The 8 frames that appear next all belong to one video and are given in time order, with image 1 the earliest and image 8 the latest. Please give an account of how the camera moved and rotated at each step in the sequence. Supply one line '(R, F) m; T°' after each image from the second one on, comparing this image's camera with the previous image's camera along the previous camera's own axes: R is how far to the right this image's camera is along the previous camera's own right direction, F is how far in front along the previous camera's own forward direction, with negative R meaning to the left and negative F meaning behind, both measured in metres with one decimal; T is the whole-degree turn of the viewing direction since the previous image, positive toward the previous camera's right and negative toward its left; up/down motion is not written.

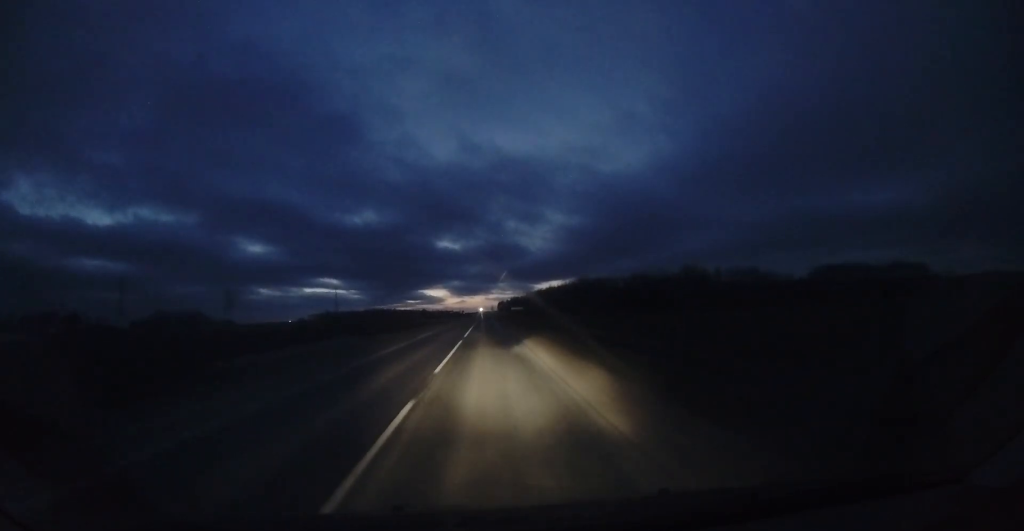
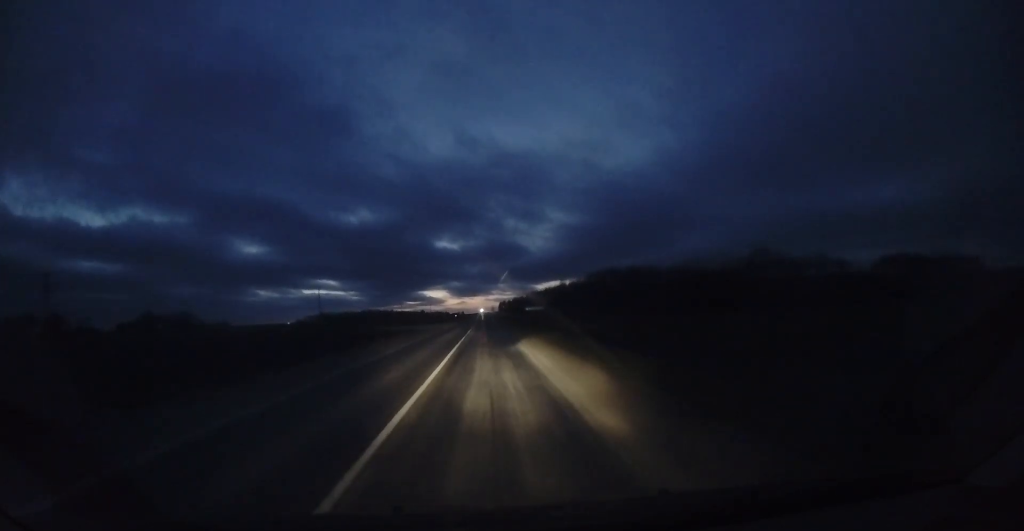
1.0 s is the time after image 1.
(-0.5, +24.8) m; -1°
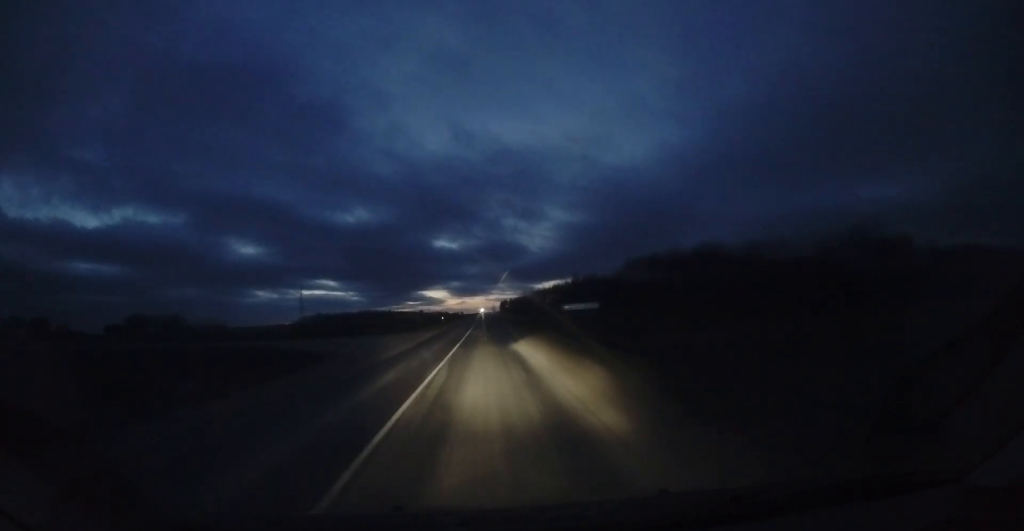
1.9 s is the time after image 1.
(+0.1, +22.0) m; +1°
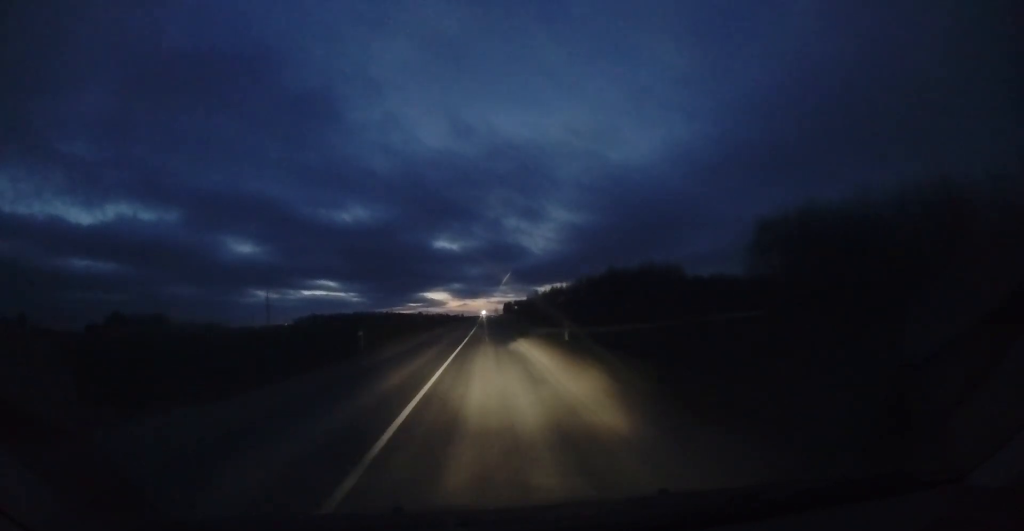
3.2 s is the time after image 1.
(+0.6, +33.0) m; 0°
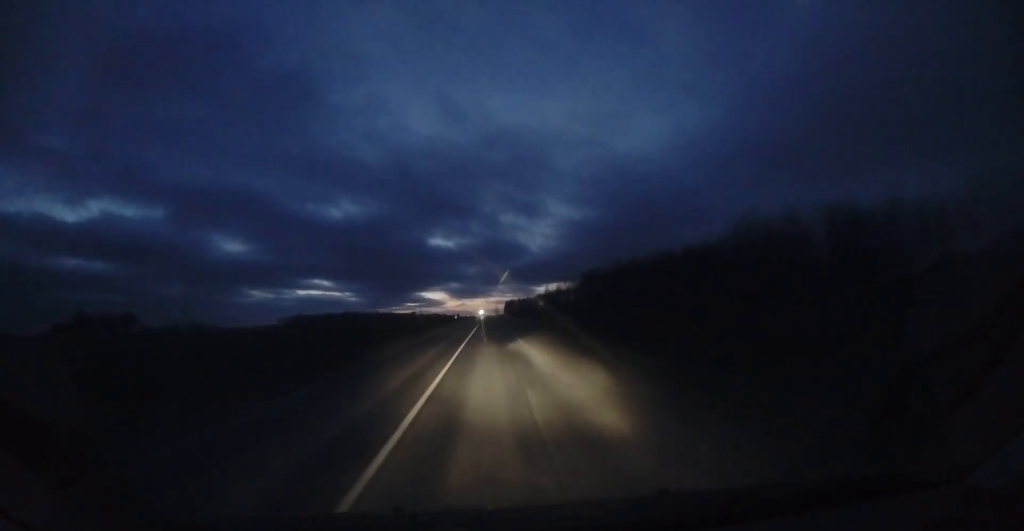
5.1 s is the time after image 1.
(-0.7, +48.3) m; -2°
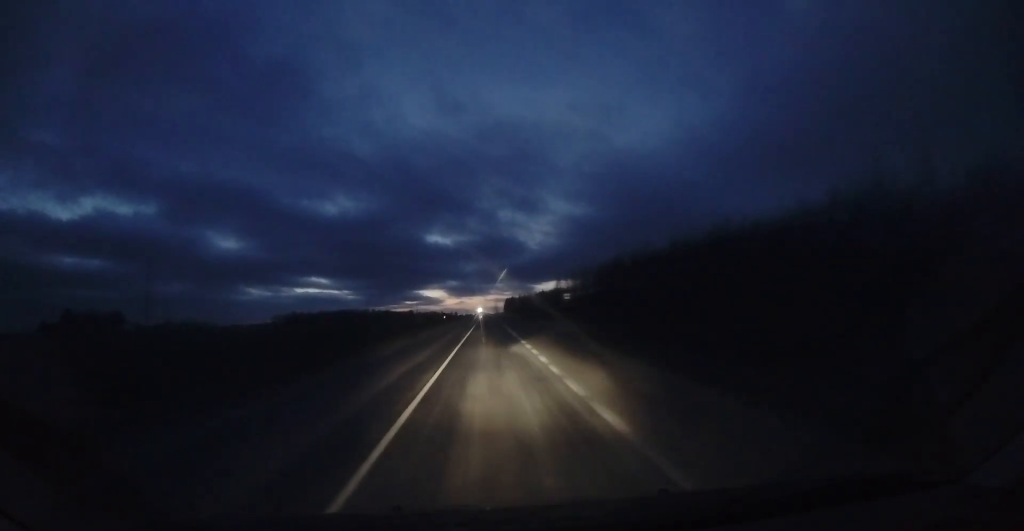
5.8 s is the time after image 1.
(-0.2, +16.6) m; 0°
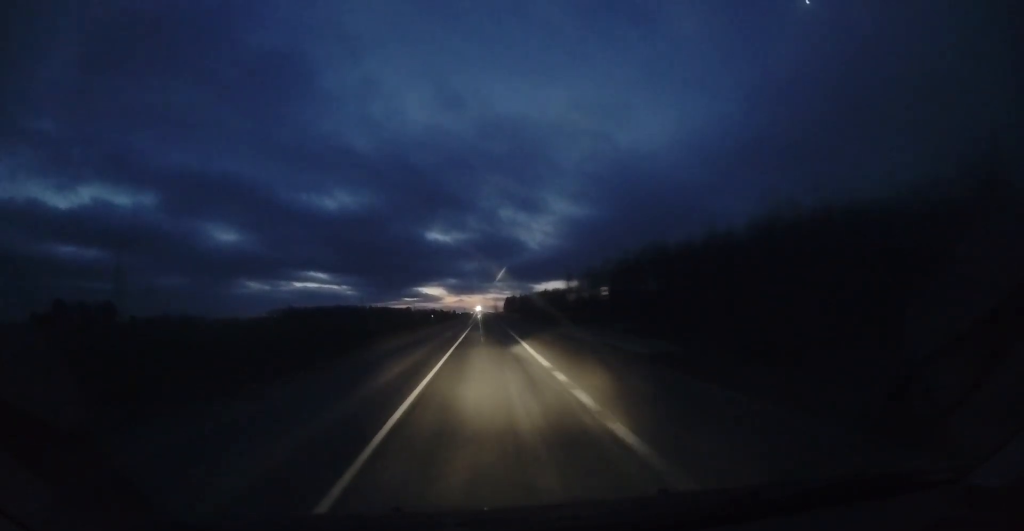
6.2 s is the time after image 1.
(-0.2, +10.8) m; 0°
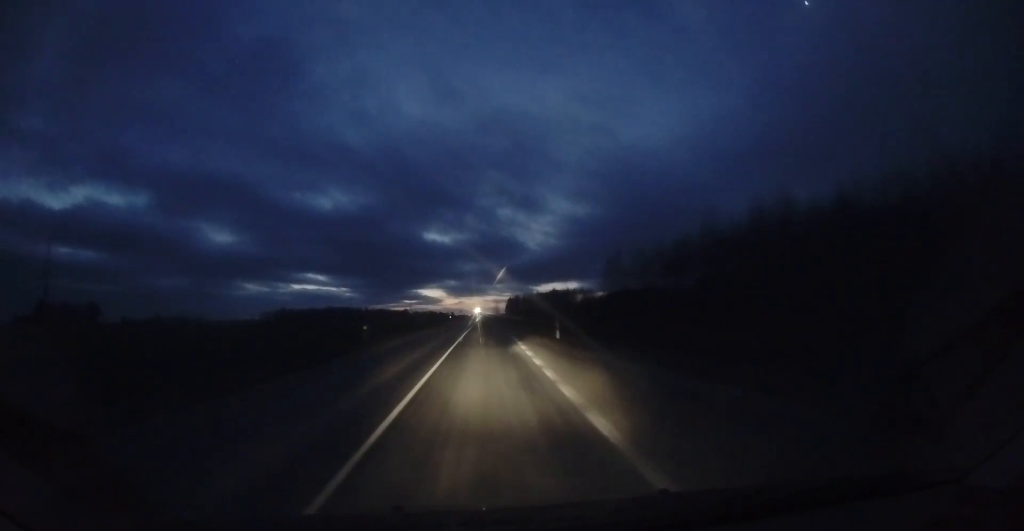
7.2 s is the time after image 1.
(+0.6, +23.7) m; +1°
